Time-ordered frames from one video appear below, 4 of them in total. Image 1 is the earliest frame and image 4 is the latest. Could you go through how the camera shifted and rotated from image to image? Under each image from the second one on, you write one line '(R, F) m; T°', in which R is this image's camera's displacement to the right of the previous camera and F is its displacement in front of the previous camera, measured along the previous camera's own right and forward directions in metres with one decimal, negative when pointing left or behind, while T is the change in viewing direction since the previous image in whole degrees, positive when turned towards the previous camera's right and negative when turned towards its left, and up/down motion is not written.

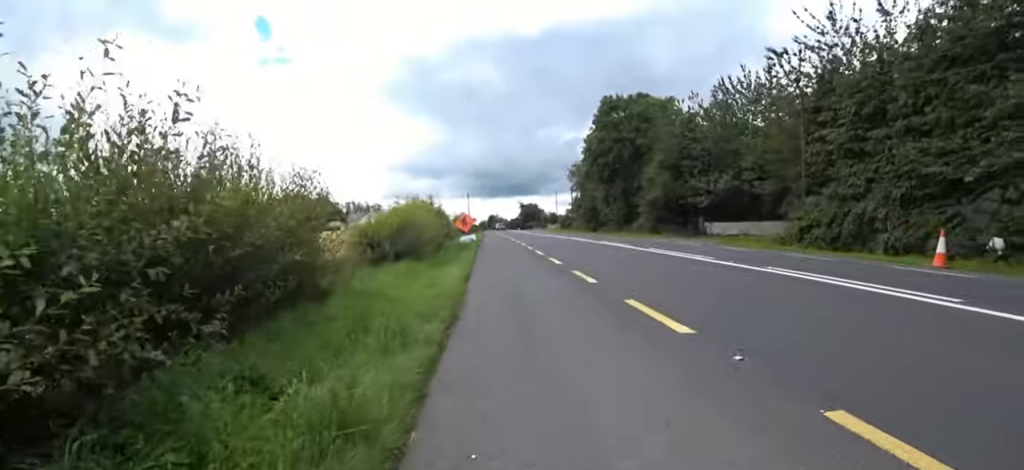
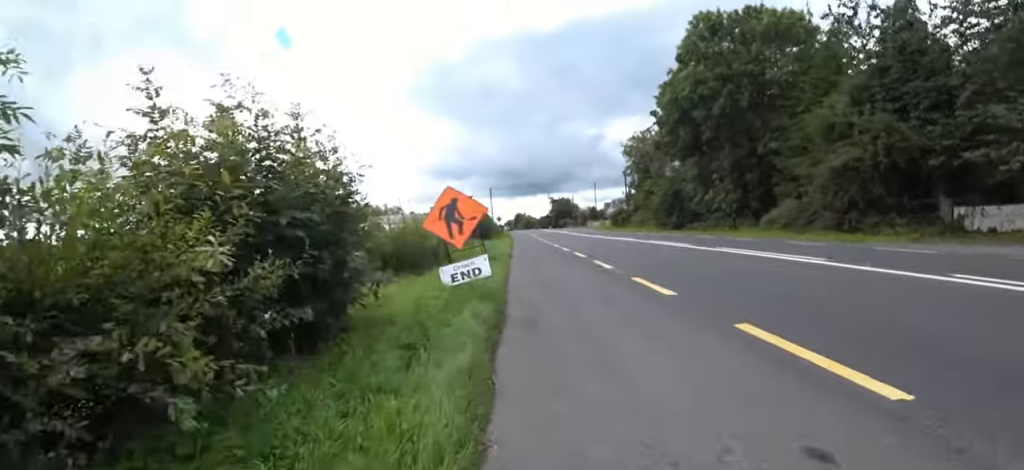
(-1.2, +17.6) m; -4°
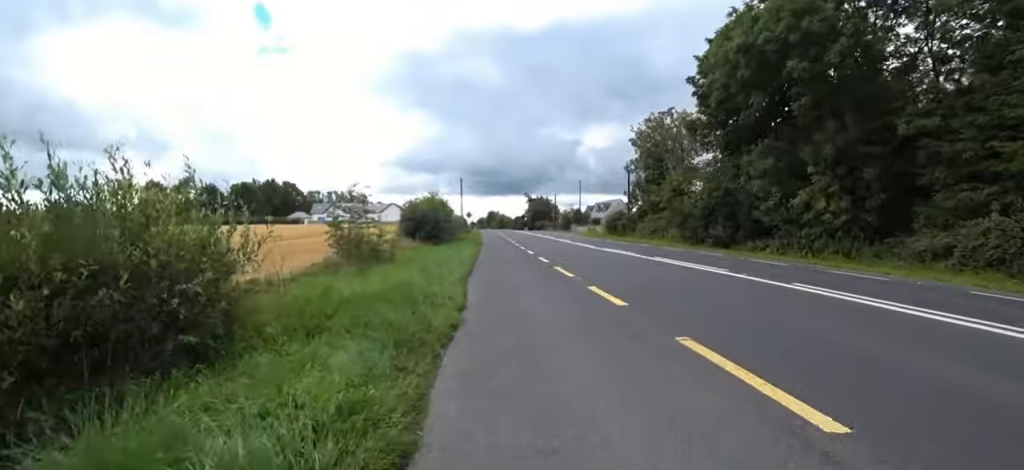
(0.0, +12.0) m; 0°
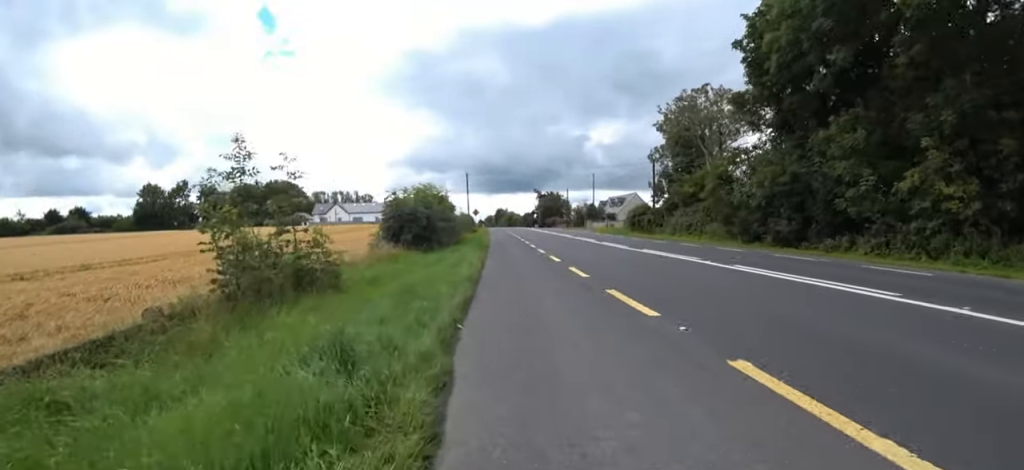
(0.0, +4.7) m; 0°
